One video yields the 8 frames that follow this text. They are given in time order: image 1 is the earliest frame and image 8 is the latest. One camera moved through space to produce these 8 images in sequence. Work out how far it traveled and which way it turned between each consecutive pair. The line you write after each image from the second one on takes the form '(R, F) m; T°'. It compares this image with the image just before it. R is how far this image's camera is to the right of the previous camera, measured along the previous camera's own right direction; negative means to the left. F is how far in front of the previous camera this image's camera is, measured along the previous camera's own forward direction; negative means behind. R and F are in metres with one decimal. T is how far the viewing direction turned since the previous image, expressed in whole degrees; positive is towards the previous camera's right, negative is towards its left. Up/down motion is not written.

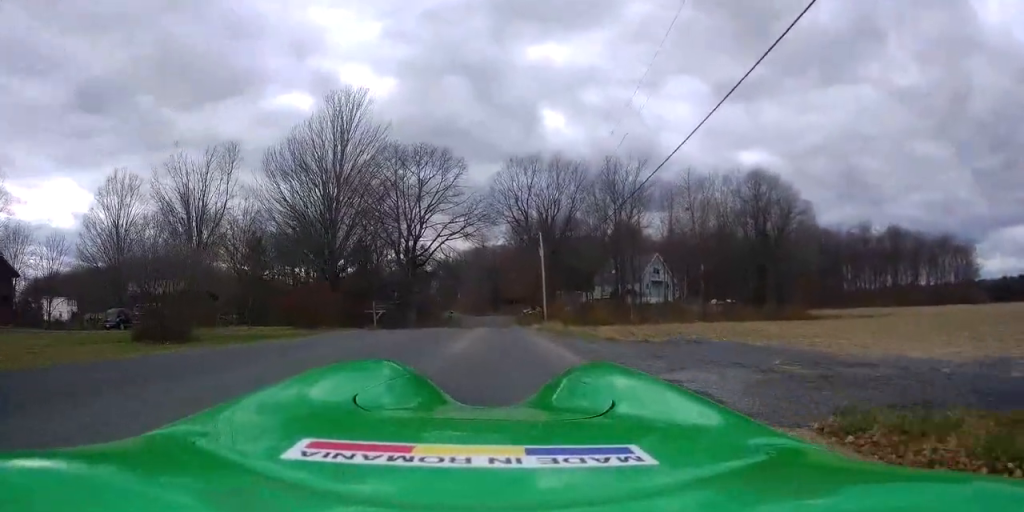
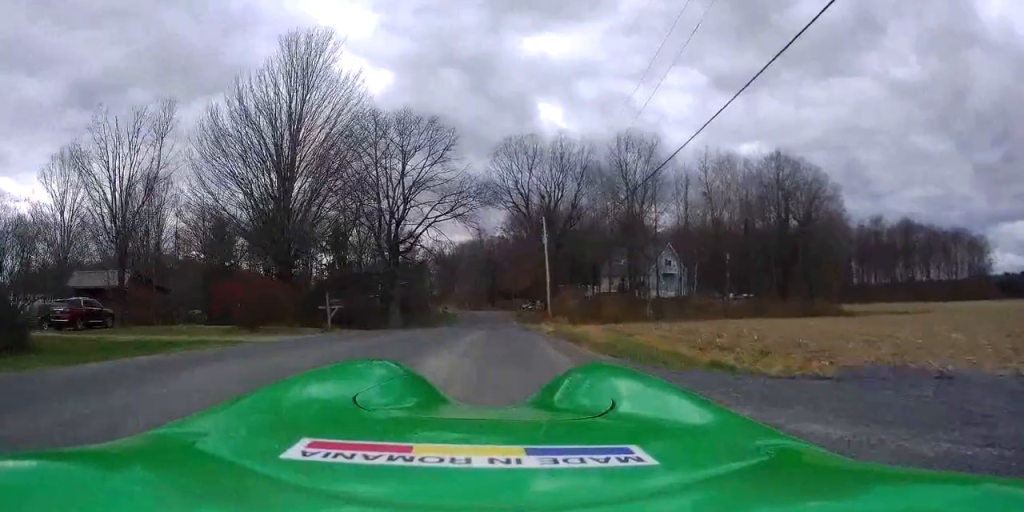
(+0.4, +7.2) m; -4°
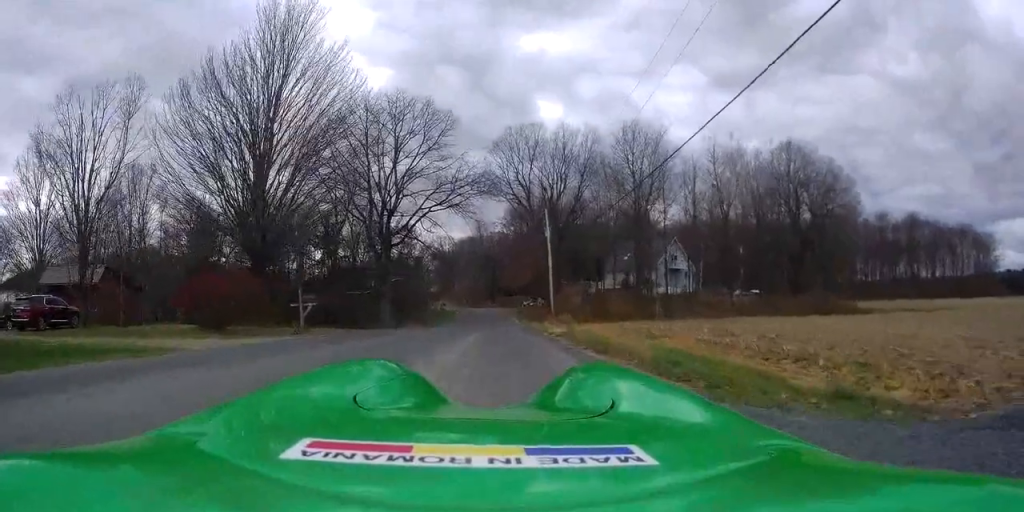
(-0.3, +1.9) m; +1°
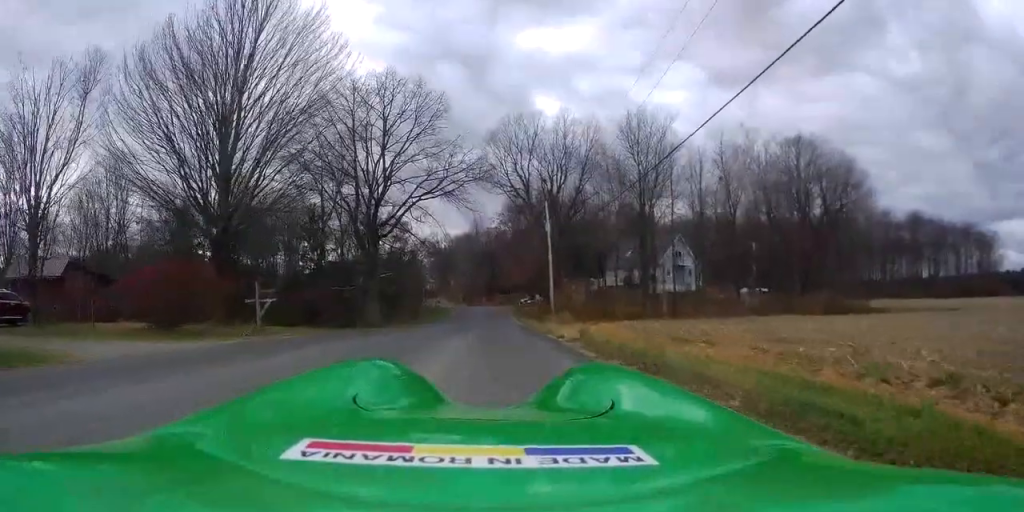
(-0.6, +2.0) m; +3°
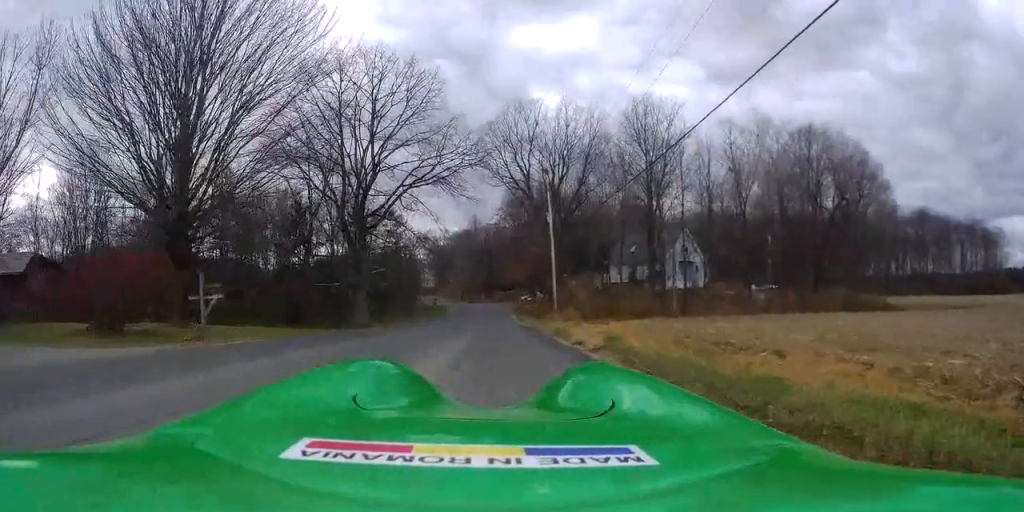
(+0.8, +4.4) m; +6°
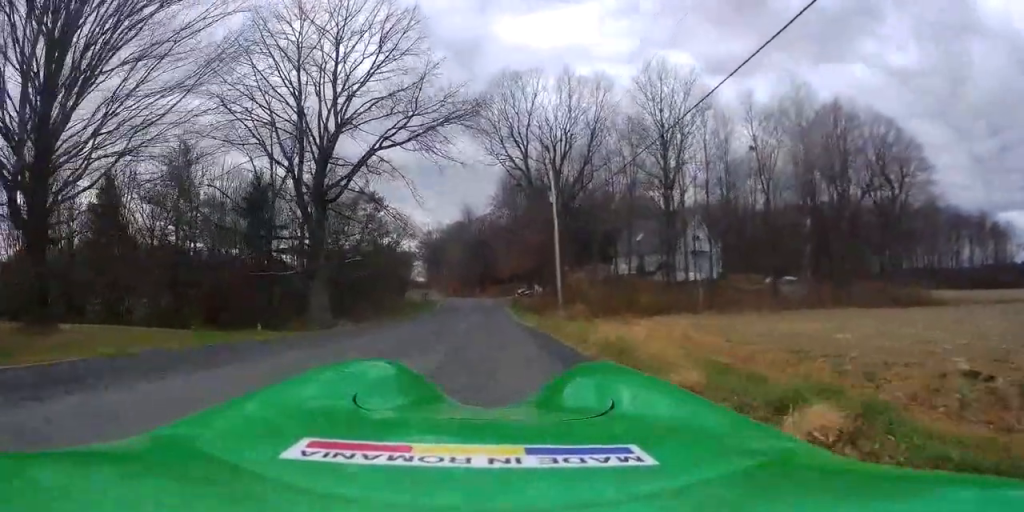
(+0.5, +9.0) m; -1°
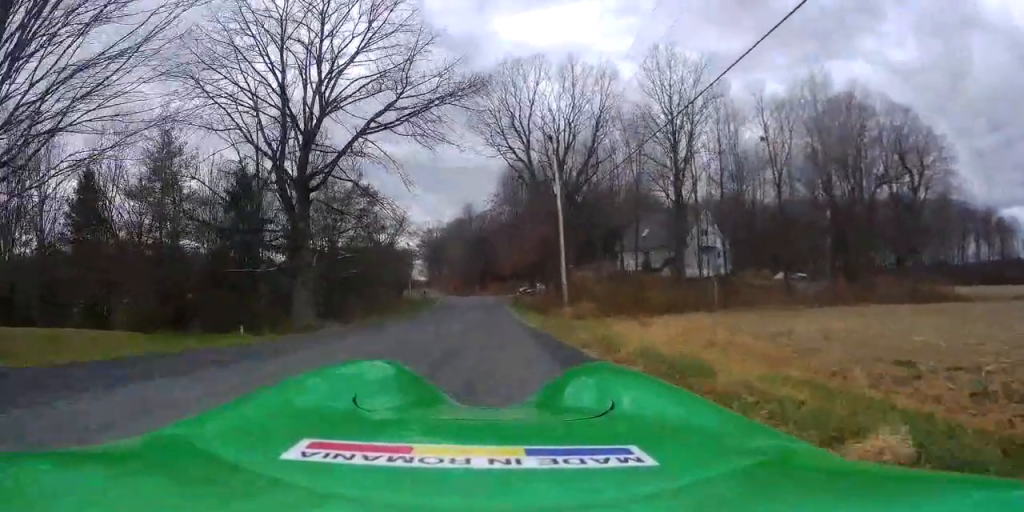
(-0.2, +3.1) m; -2°
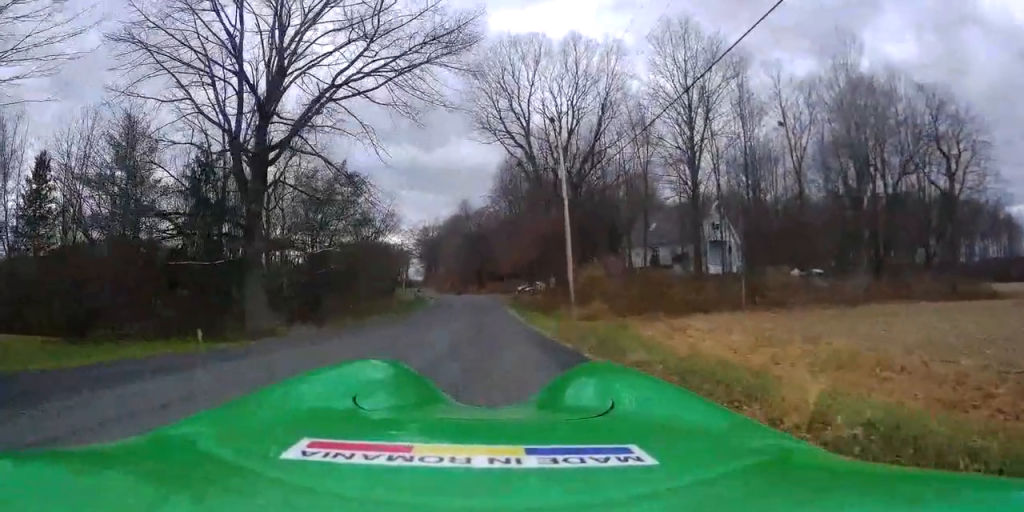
(-0.2, +5.5) m; 0°
